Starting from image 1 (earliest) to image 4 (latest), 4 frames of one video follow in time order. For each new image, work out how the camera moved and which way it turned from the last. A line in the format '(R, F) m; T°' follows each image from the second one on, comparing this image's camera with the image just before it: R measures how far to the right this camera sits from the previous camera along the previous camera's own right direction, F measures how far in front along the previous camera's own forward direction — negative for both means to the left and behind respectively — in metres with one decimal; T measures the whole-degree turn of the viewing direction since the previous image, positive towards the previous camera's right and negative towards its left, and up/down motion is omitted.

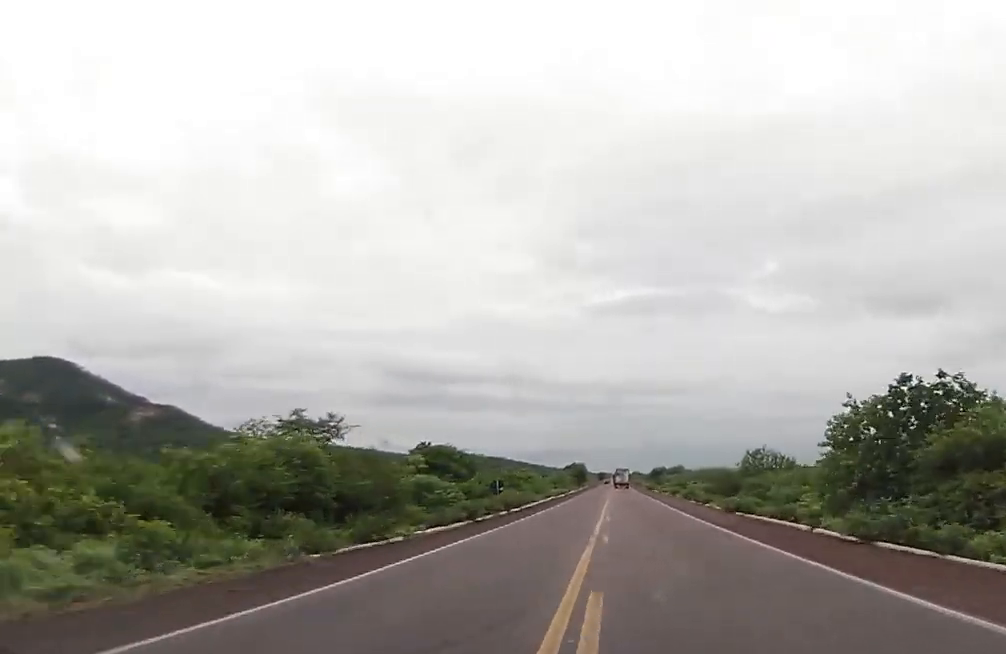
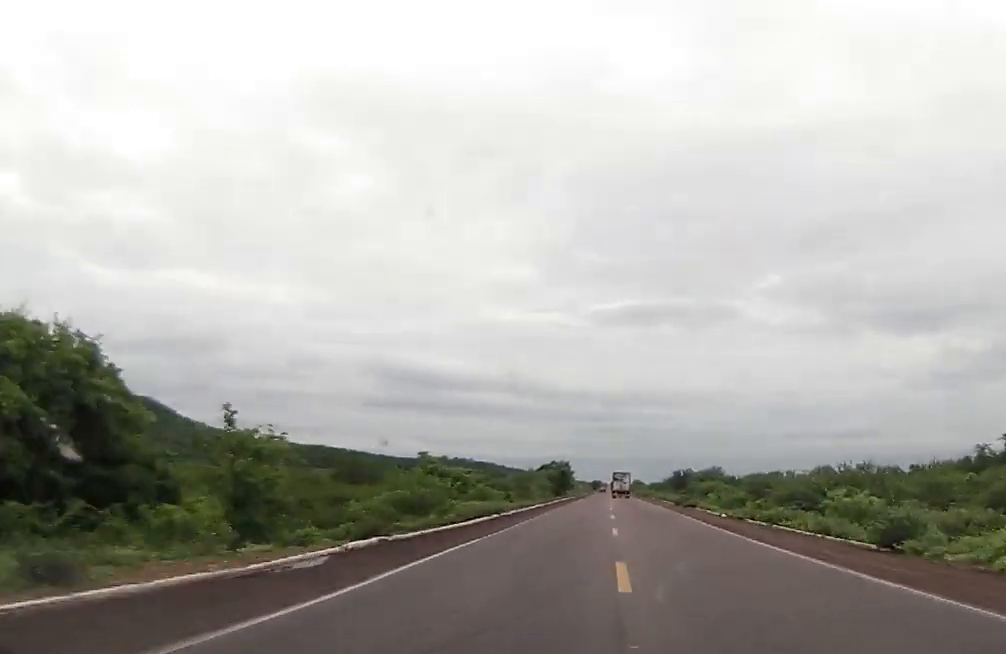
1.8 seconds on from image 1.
(-0.1, +67.3) m; 0°
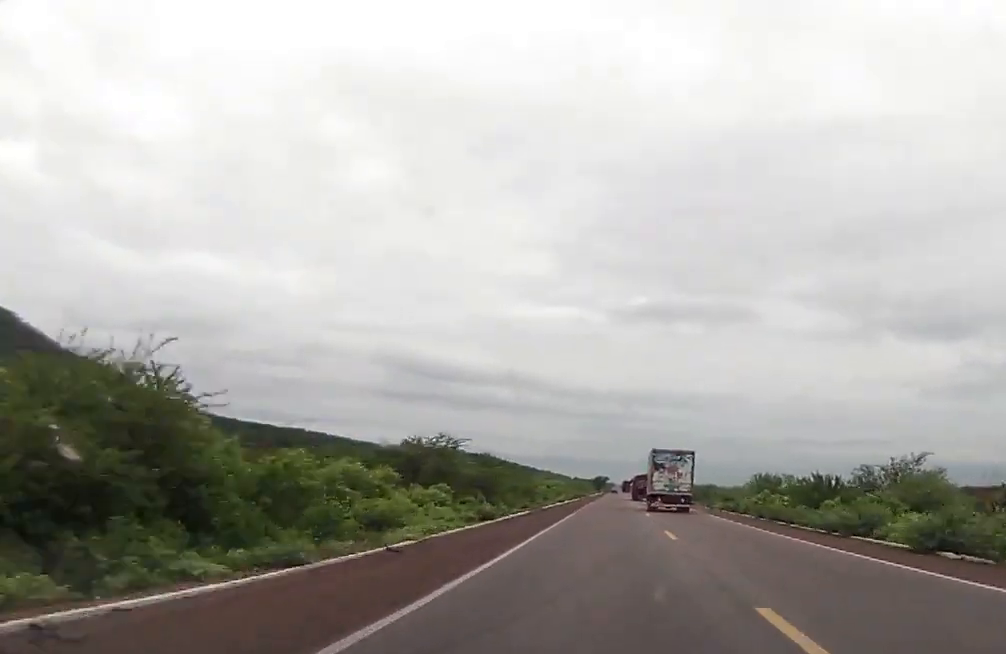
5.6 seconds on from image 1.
(-0.4, +149.0) m; 0°
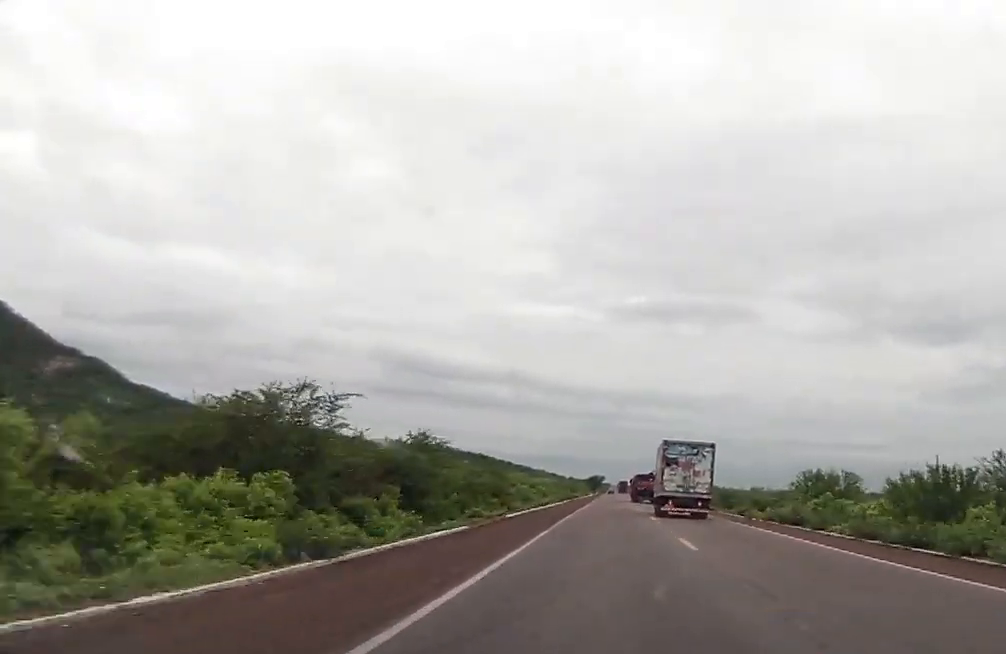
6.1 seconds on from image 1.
(0.0, +19.7) m; 0°
